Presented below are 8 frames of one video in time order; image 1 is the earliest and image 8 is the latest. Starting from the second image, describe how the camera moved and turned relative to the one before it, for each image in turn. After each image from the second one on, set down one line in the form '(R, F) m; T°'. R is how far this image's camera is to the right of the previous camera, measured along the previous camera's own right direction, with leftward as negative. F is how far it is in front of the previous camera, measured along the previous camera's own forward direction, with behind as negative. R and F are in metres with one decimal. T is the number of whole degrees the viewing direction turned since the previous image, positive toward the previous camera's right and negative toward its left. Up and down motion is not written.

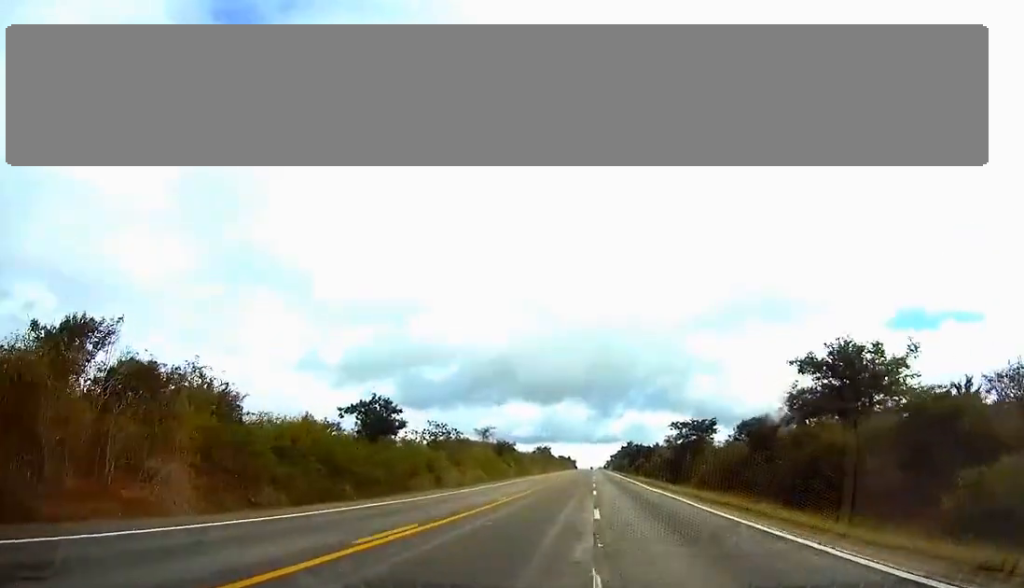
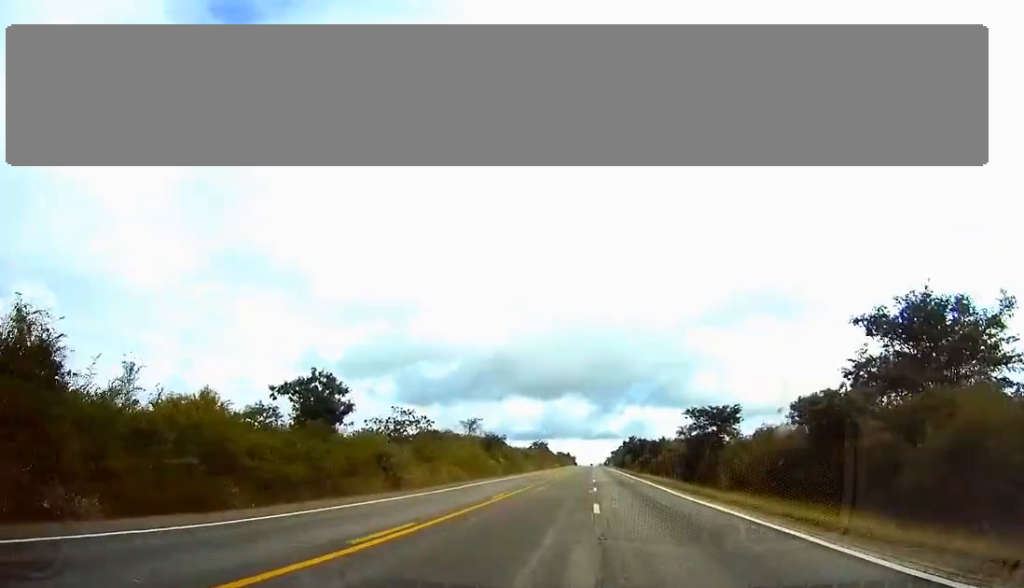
(0.0, +16.9) m; 0°
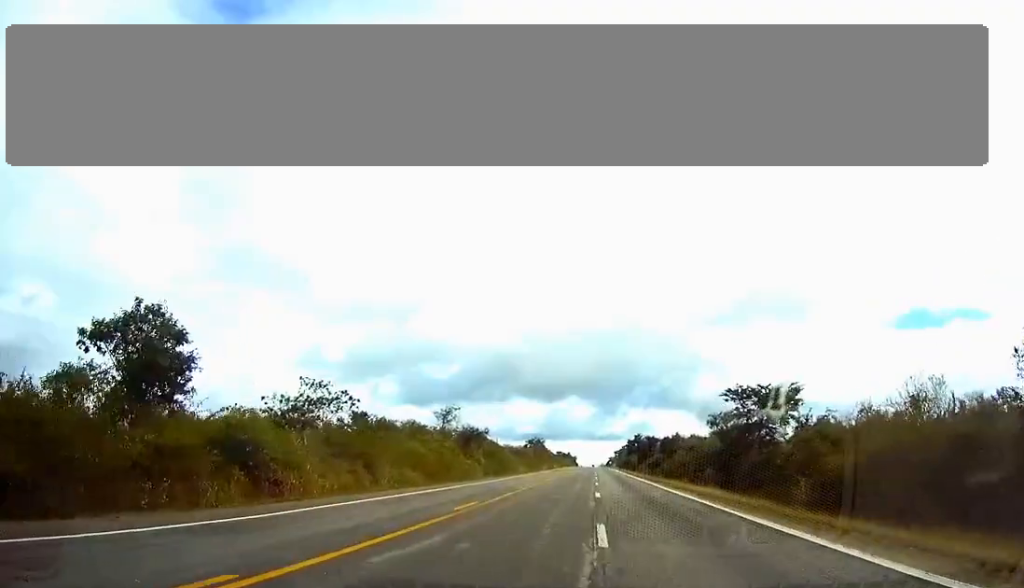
(-0.1, +25.5) m; 0°
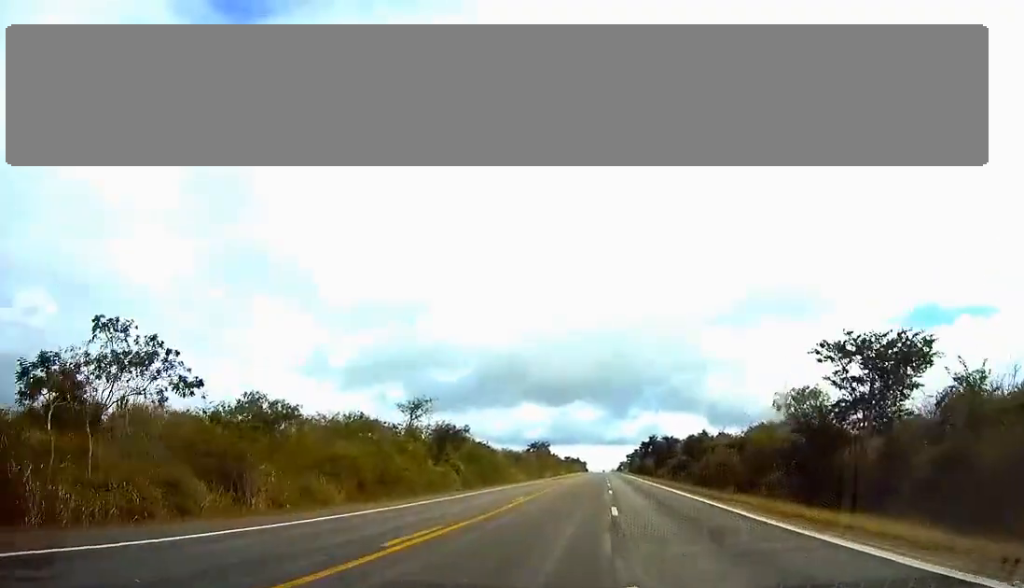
(0.0, +24.8) m; 0°
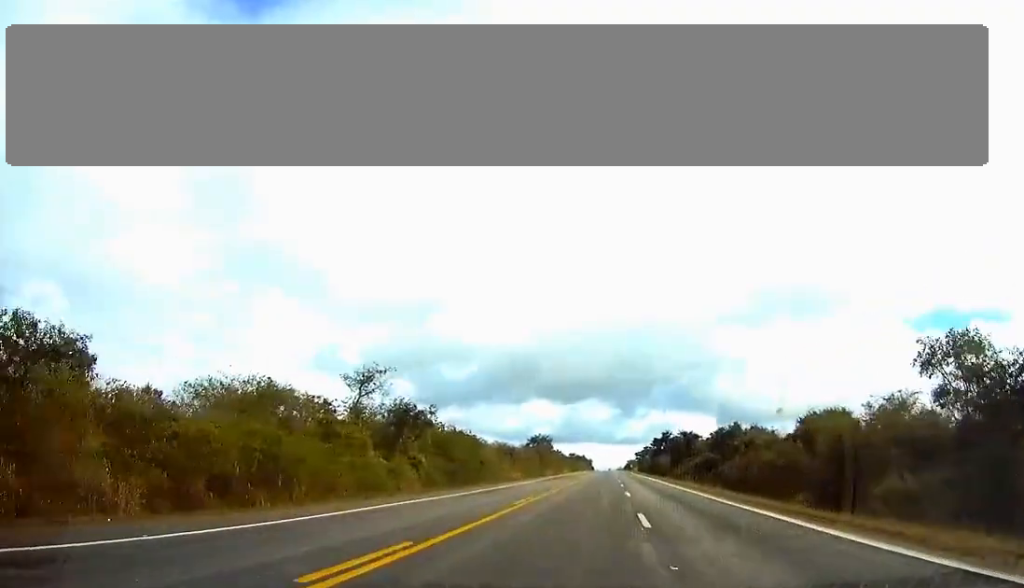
(0.0, +22.2) m; 0°
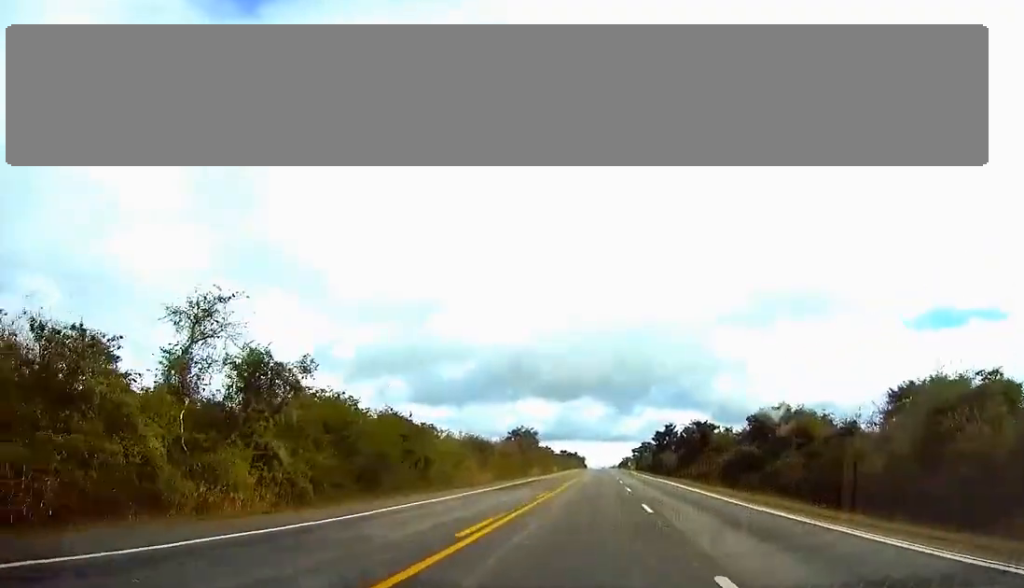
(0.0, +28.2) m; 0°
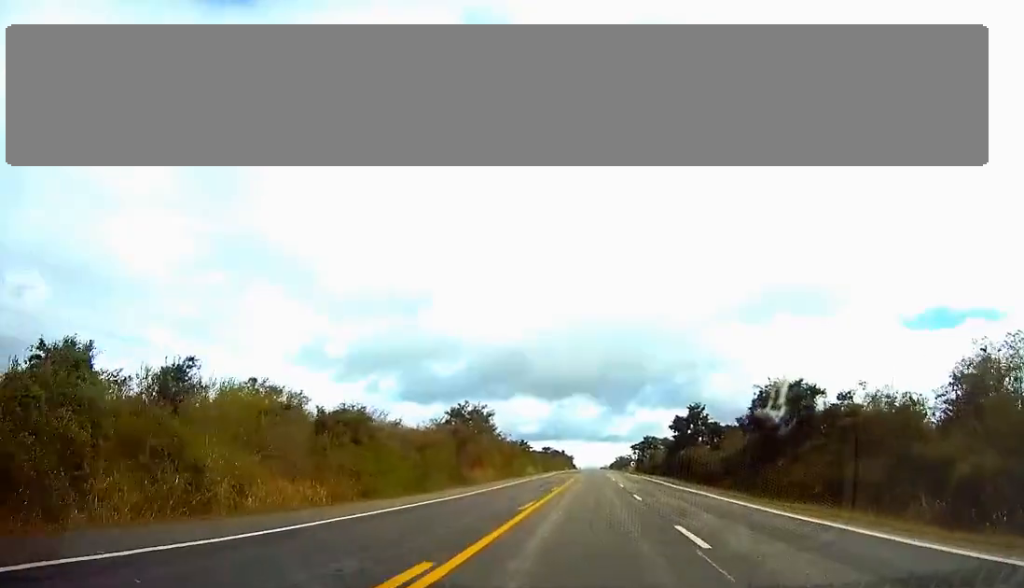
(0.0, +60.0) m; 0°
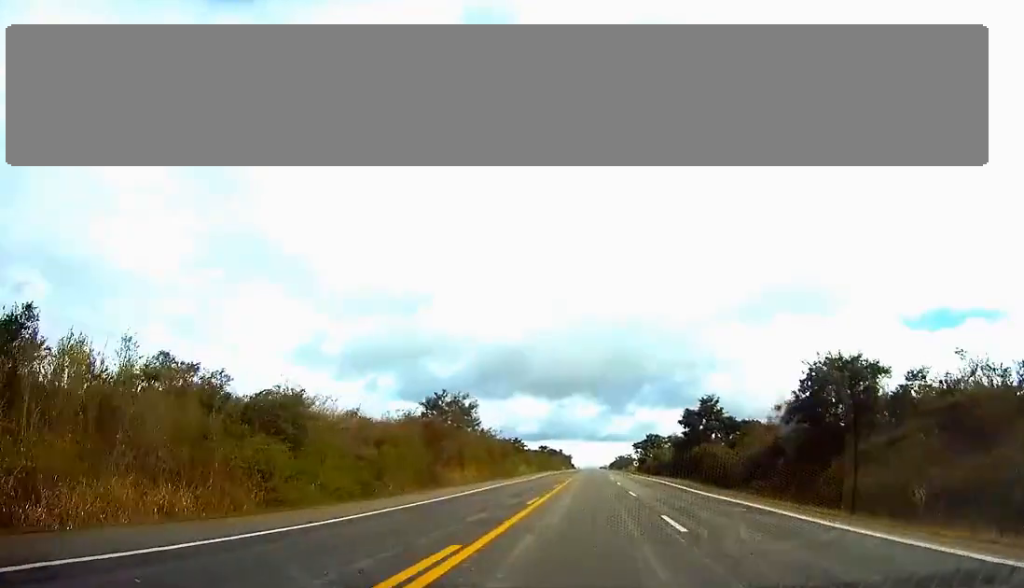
(0.0, +14.5) m; 0°
